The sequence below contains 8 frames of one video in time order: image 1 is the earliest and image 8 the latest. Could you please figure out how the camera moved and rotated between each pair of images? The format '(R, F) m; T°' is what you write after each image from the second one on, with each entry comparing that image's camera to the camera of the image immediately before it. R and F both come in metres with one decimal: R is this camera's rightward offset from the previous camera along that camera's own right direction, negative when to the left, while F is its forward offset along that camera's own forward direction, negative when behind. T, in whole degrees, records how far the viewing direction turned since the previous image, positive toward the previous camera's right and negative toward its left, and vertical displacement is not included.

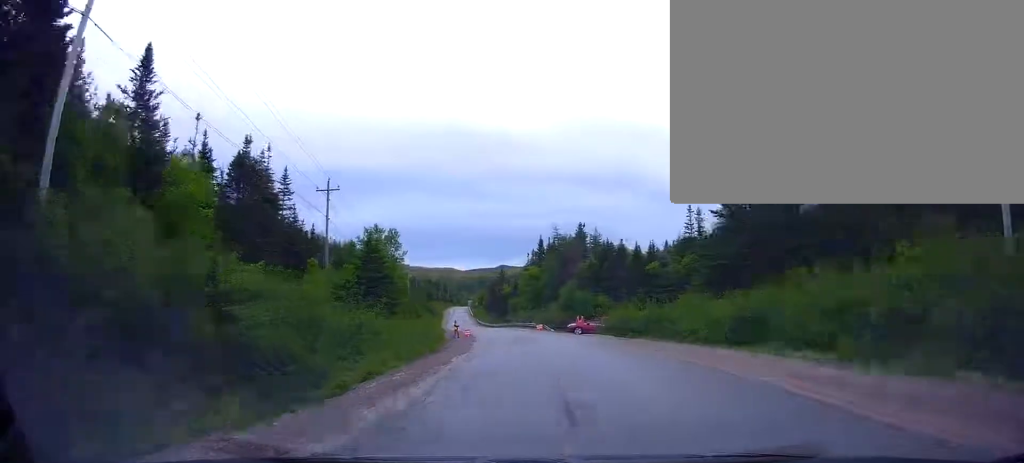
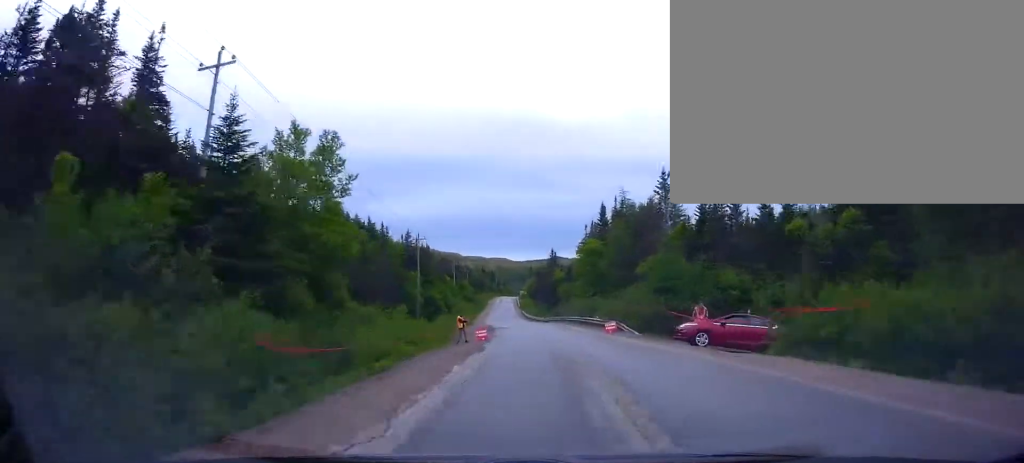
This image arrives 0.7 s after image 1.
(-0.5, +23.2) m; -4°
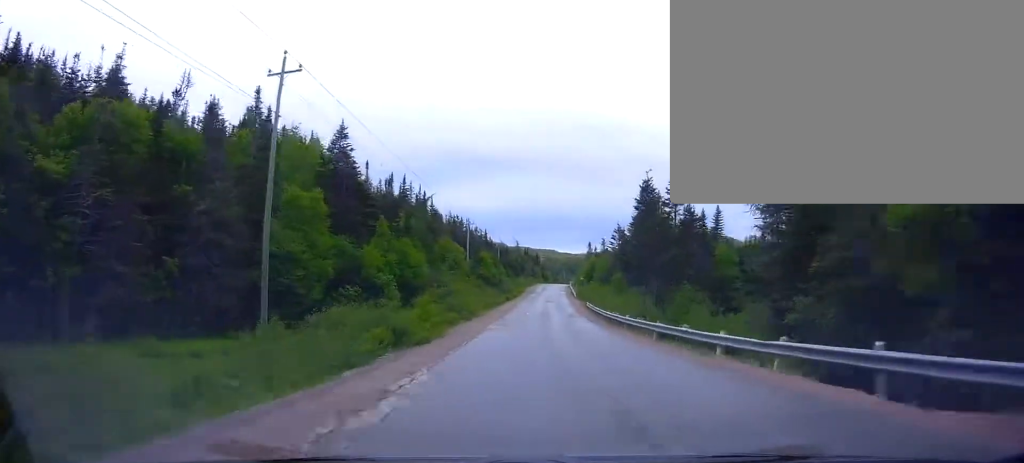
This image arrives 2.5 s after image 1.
(-4.6, +57.8) m; -7°
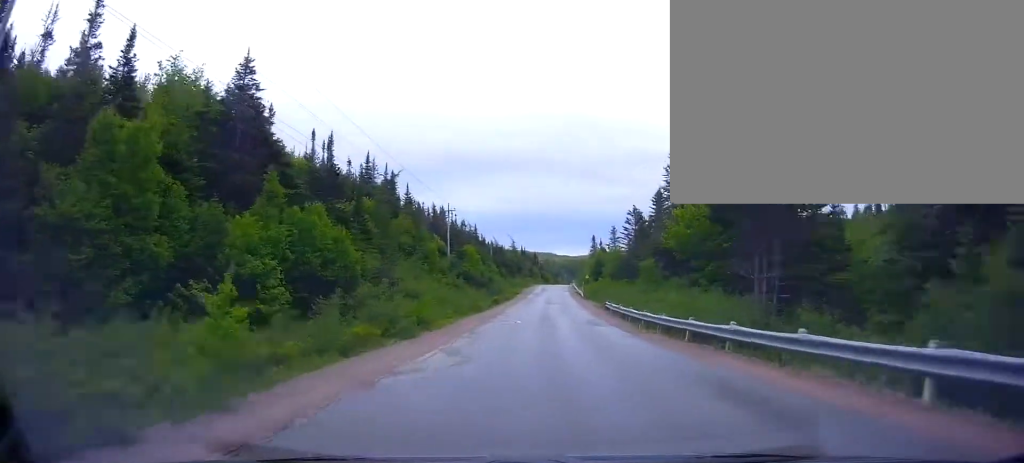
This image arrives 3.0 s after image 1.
(-0.3, +17.3) m; 0°
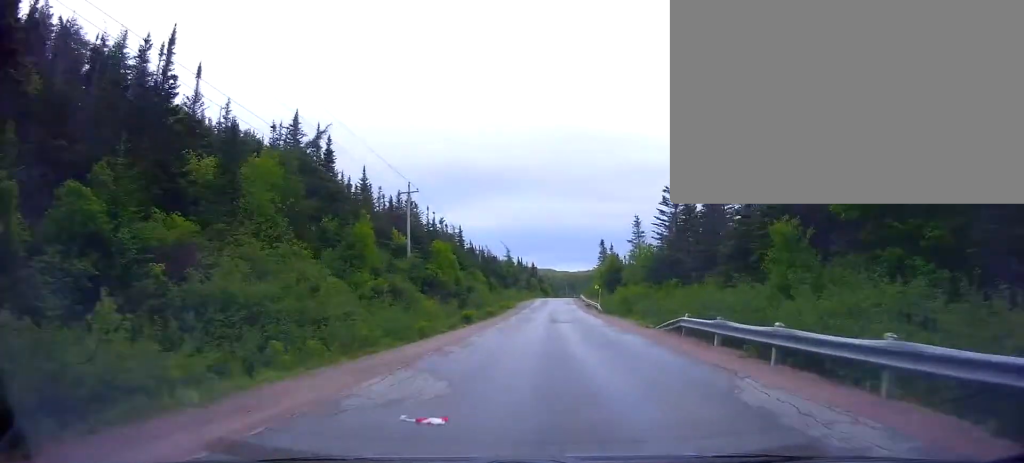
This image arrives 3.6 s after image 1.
(-0.2, +22.8) m; 0°
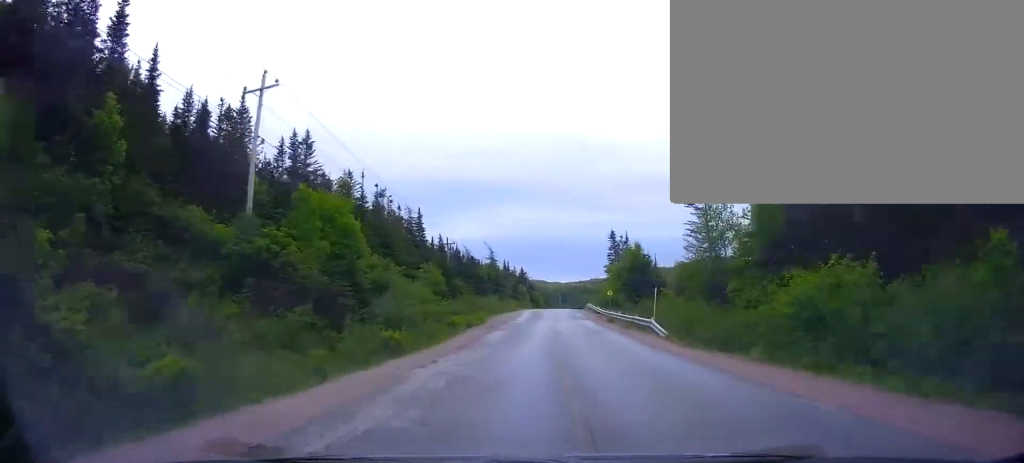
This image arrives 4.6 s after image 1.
(+0.2, +30.2) m; +1°
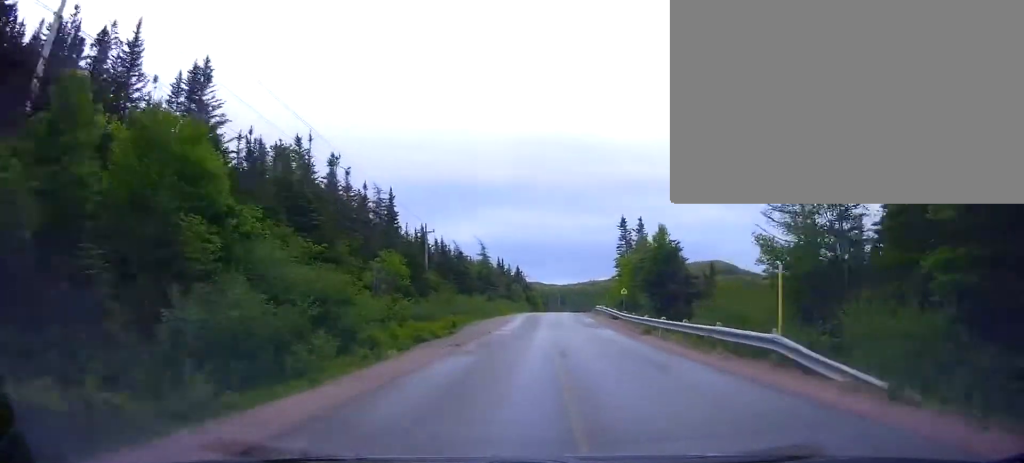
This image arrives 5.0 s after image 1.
(+0.2, +13.8) m; 0°
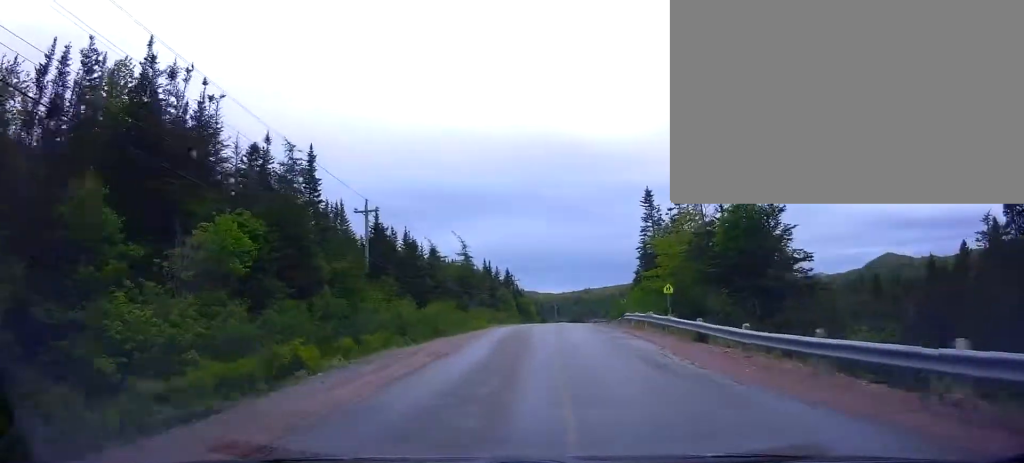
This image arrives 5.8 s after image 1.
(+0.1, +21.9) m; 0°
